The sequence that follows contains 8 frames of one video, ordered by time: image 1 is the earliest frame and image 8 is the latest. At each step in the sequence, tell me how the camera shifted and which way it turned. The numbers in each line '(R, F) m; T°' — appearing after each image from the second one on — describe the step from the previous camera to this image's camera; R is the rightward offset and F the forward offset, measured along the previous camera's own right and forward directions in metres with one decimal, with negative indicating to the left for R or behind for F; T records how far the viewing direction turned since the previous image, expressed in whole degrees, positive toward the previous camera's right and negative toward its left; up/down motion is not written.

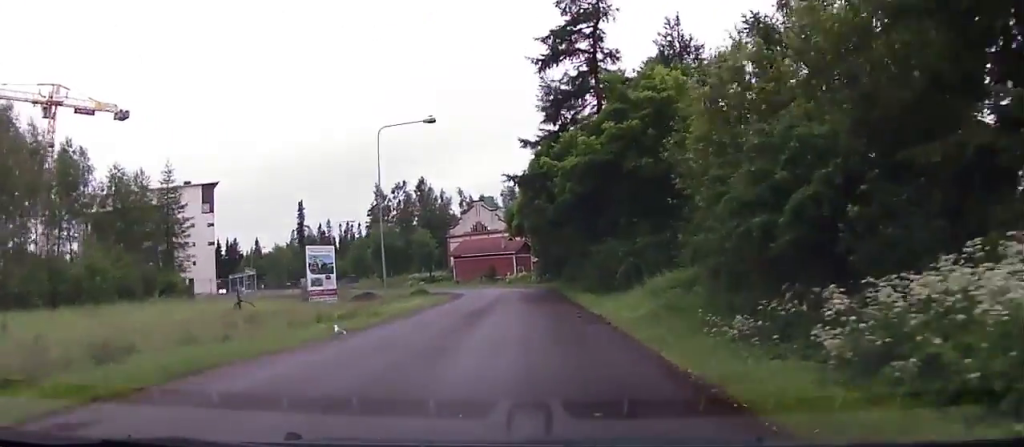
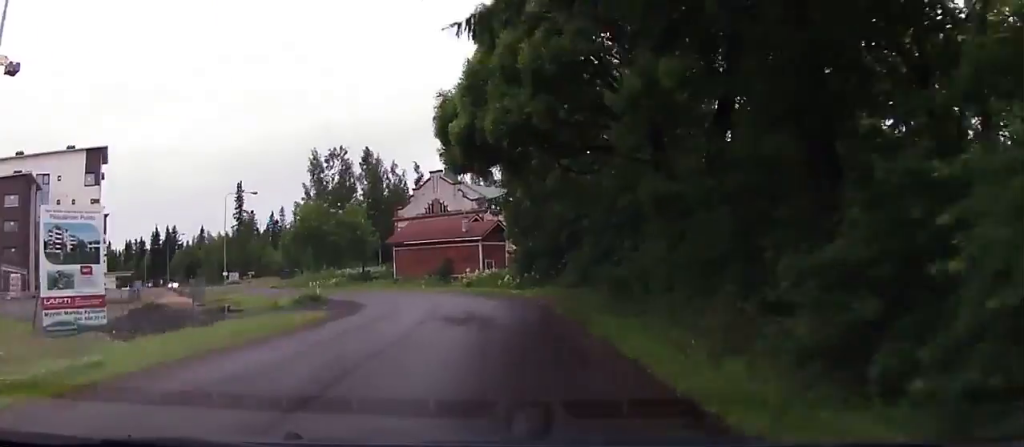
(-0.1, +28.4) m; -3°
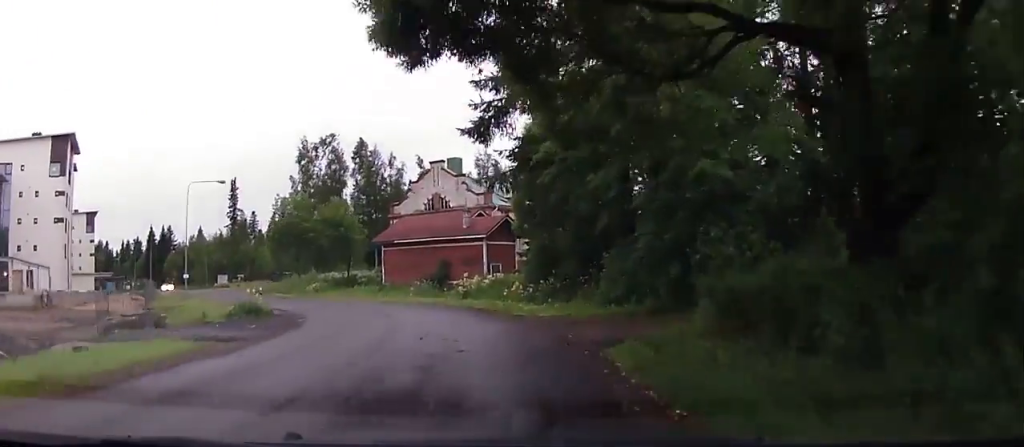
(-0.2, +10.2) m; -3°
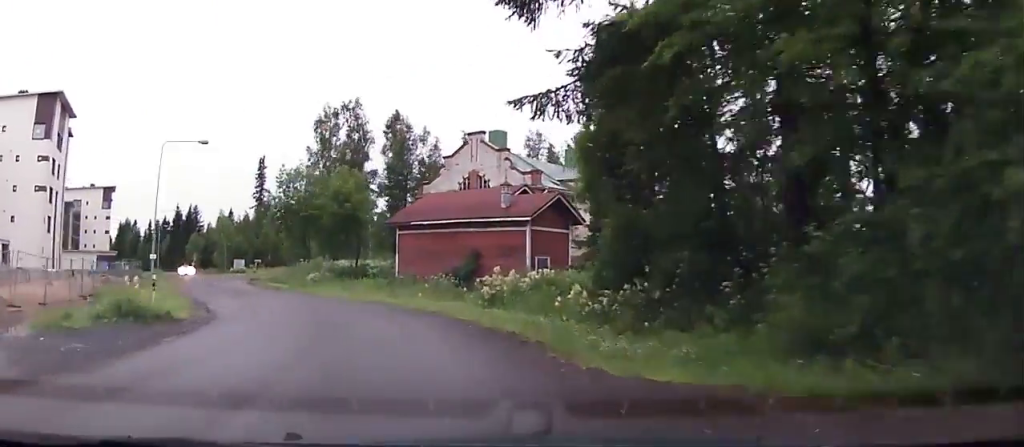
(-0.5, +12.6) m; -5°
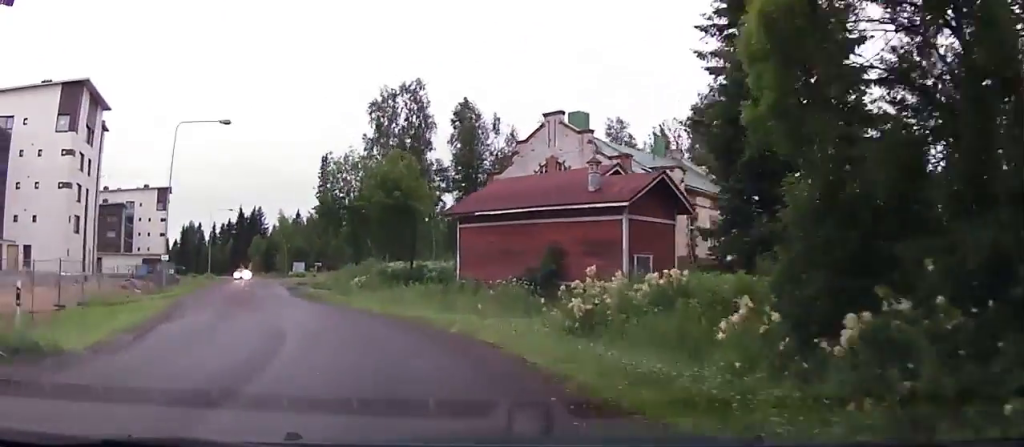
(-0.1, +8.3) m; -6°
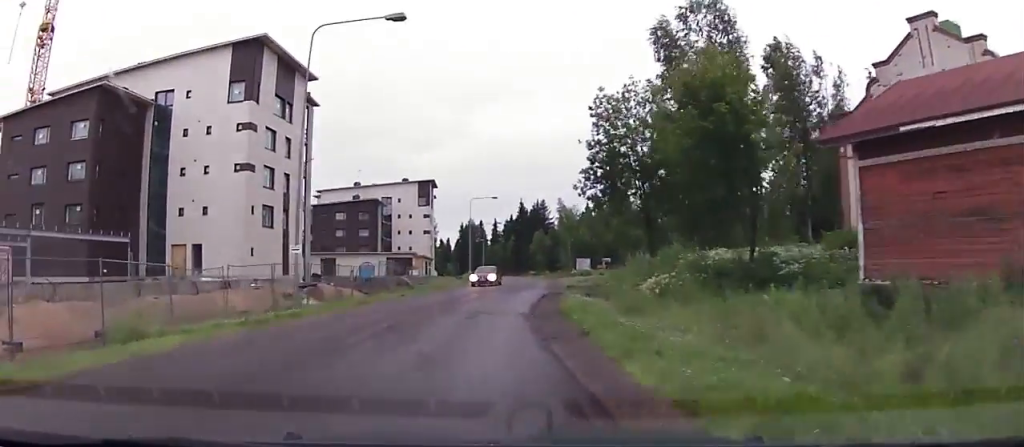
(-2.4, +18.7) m; -13°
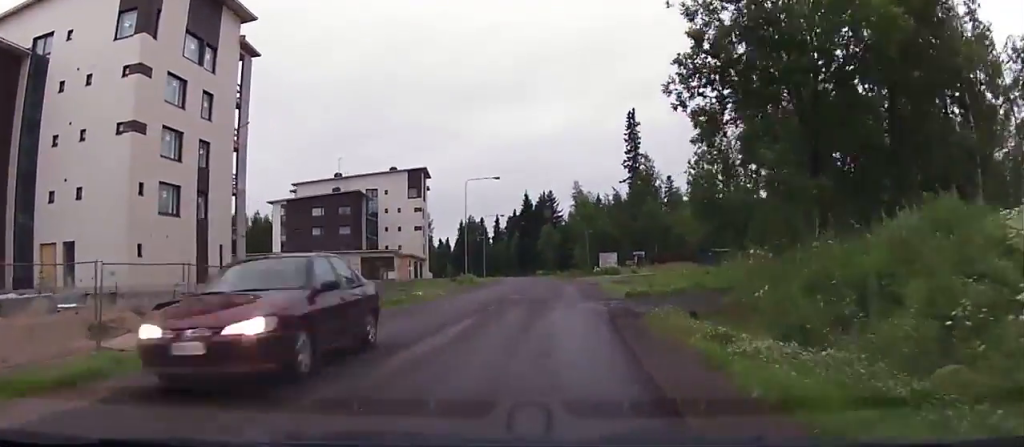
(-1.0, +17.6) m; -6°
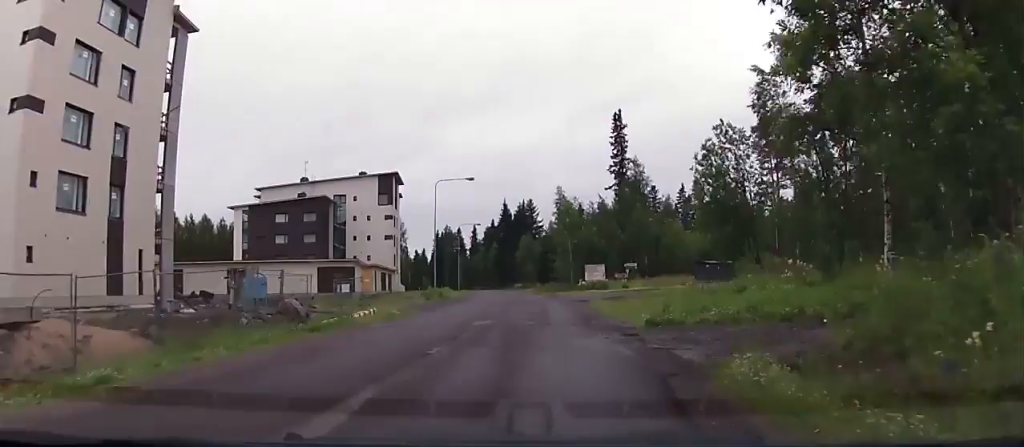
(-0.2, +7.3) m; -3°
